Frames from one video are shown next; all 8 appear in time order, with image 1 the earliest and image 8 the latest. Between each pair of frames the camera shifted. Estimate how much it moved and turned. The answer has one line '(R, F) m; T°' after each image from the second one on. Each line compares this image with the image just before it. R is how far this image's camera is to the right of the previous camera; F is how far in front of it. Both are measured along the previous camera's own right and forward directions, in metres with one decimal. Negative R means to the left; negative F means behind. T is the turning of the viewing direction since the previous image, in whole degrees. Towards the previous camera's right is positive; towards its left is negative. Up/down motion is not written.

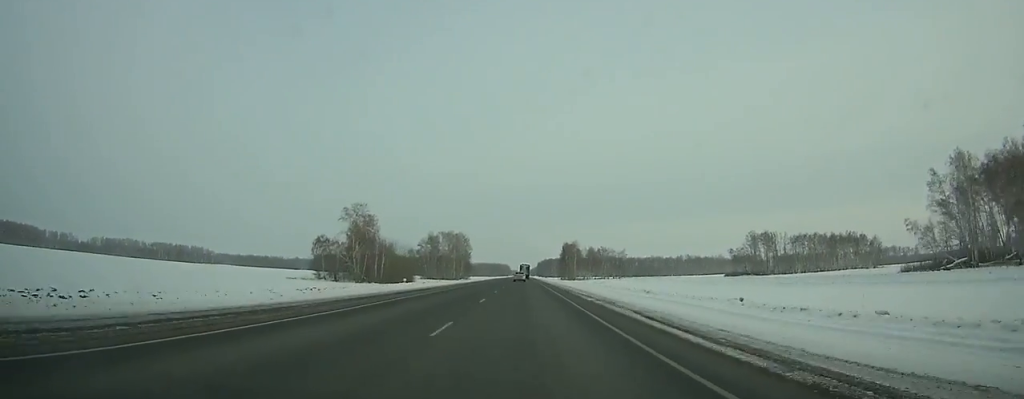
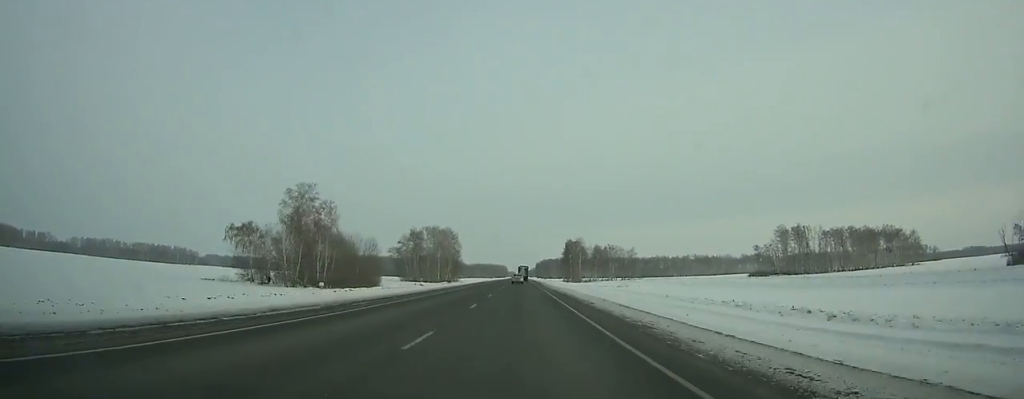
(0.0, +37.9) m; 0°
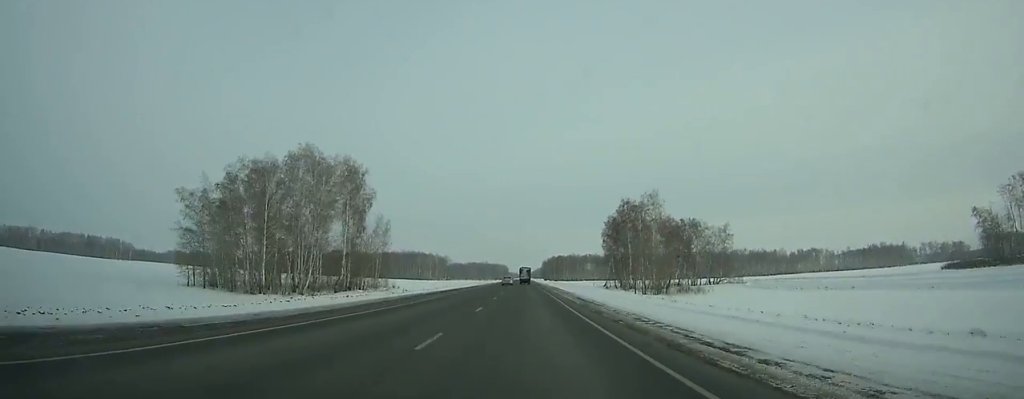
(-0.2, +143.5) m; 0°
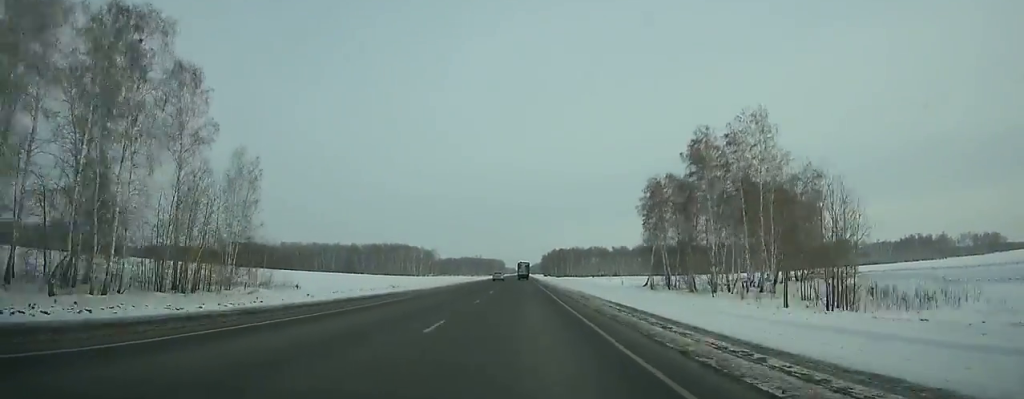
(+0.4, +59.3) m; 0°
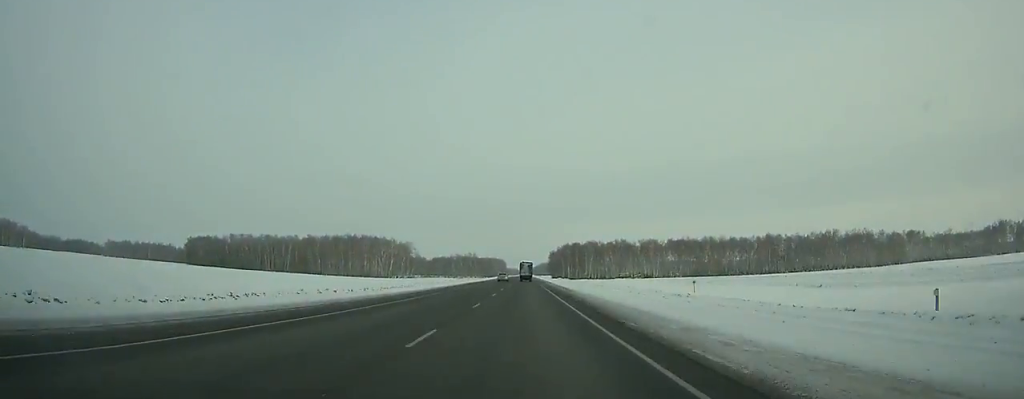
(-0.4, +99.2) m; -1°
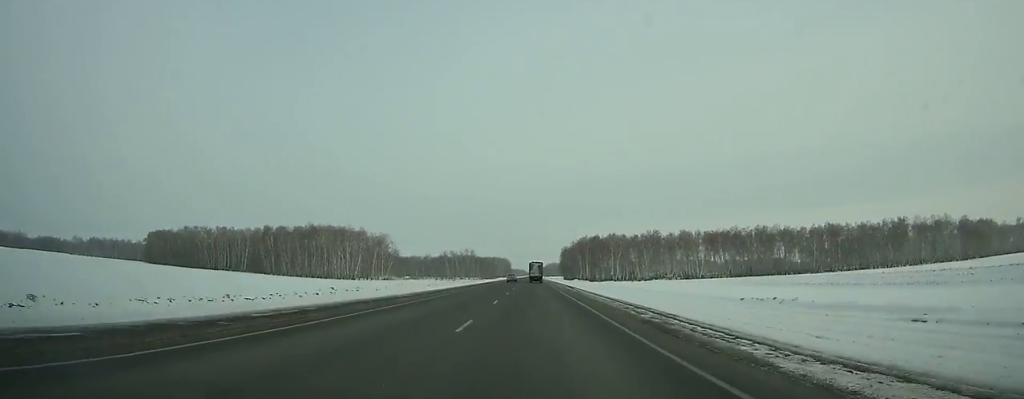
(-0.3, +70.8) m; 0°
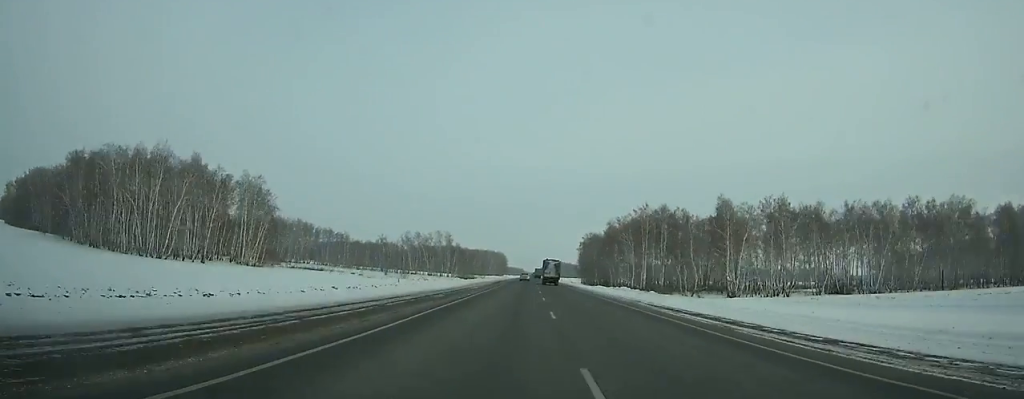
(-0.2, +129.1) m; 0°
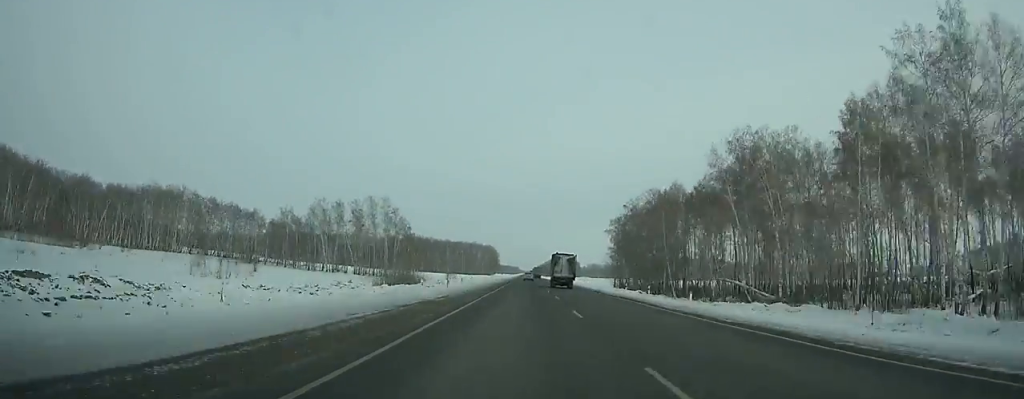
(+0.8, +110.5) m; +1°
